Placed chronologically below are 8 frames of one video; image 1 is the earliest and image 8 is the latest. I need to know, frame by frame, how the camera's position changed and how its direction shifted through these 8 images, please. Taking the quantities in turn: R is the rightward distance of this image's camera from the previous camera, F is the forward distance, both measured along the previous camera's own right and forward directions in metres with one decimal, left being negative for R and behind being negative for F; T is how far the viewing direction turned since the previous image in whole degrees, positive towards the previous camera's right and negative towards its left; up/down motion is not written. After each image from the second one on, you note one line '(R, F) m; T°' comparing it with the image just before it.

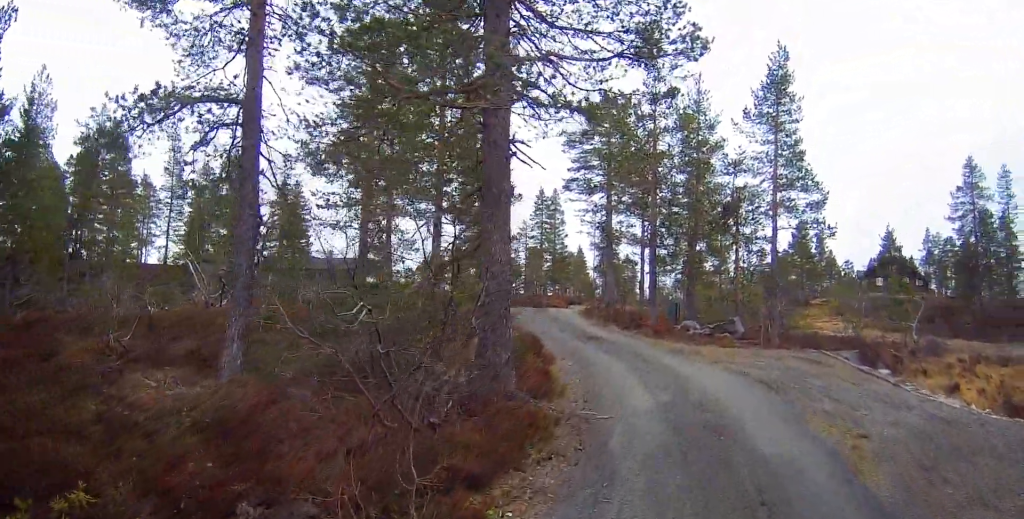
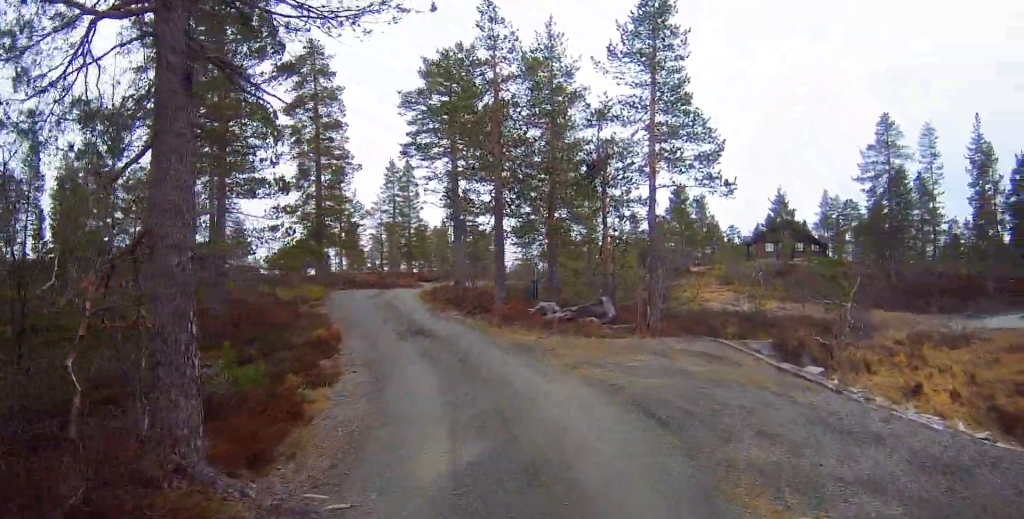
(+0.5, +4.0) m; +10°
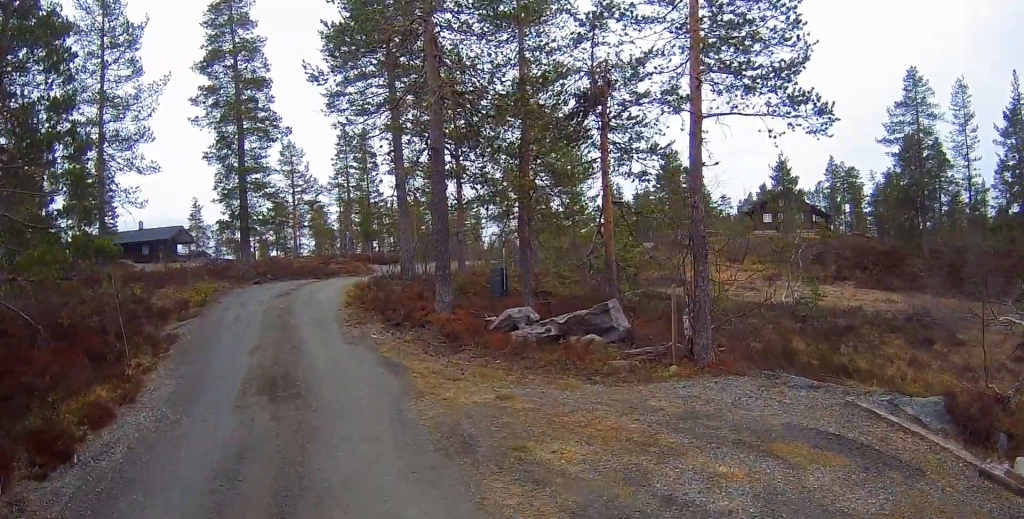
(+0.3, +7.4) m; -5°
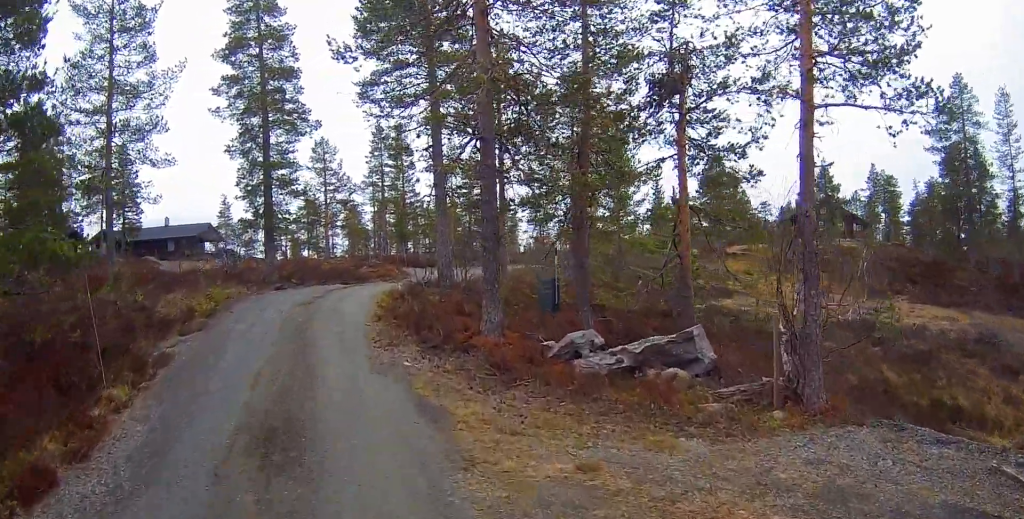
(-0.1, +2.1) m; -6°
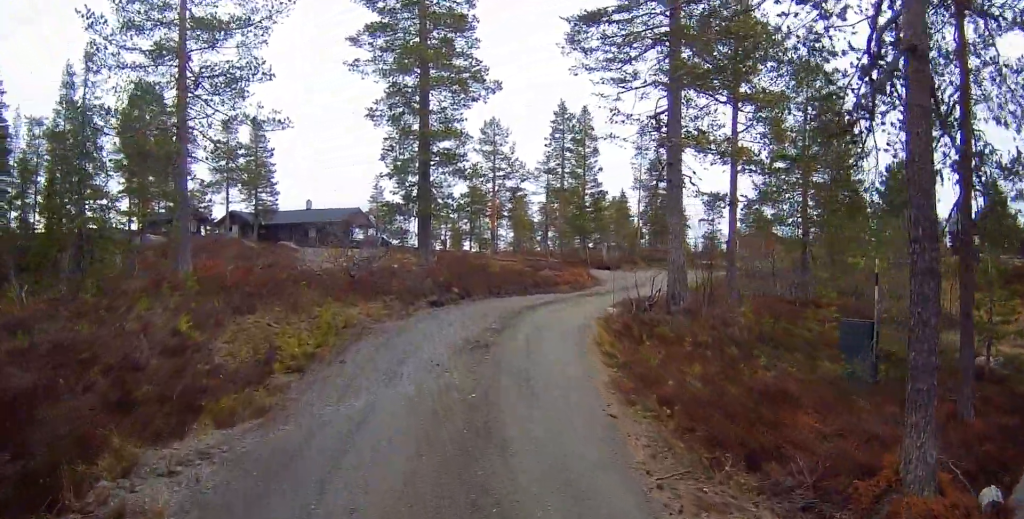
(-0.9, +6.3) m; -17°
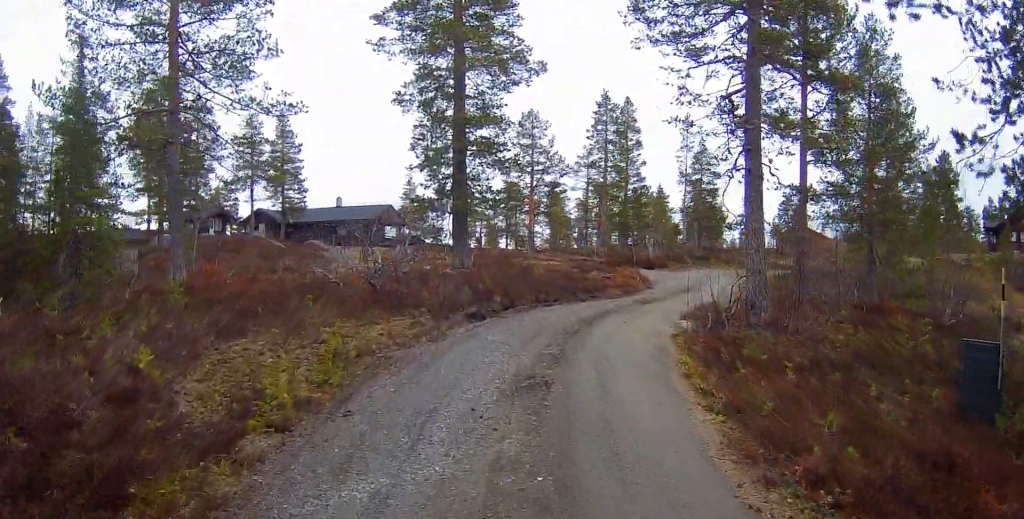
(-0.2, +2.4) m; +2°
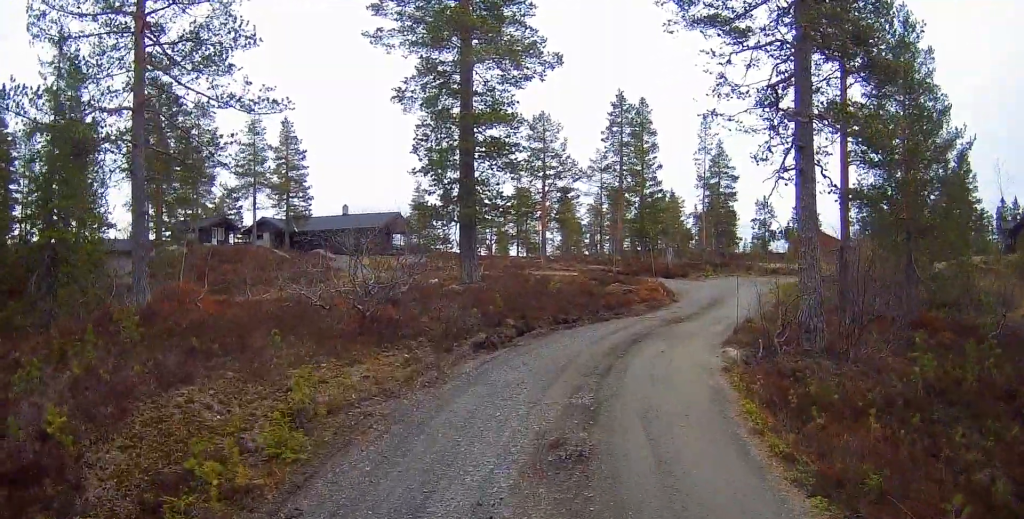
(-0.2, +2.0) m; +2°
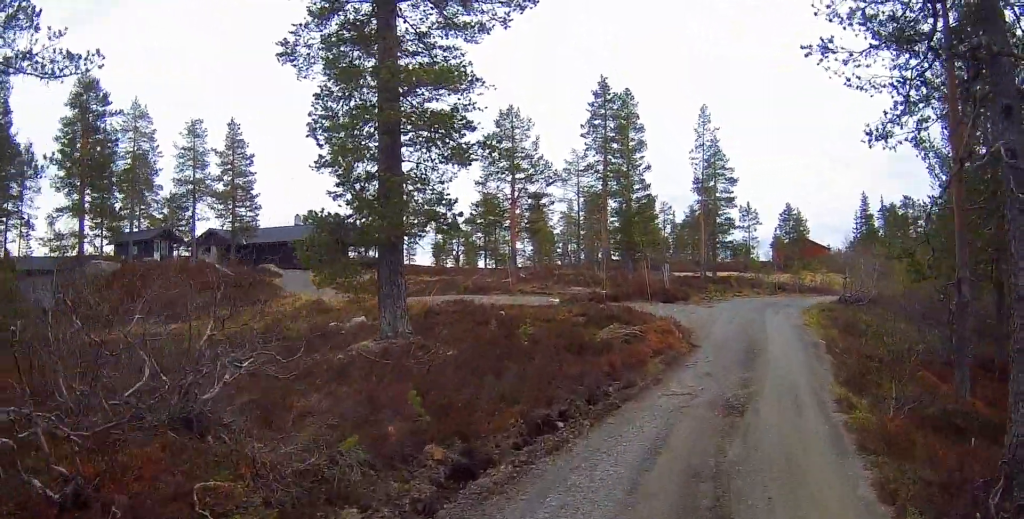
(+0.6, +6.5) m; +7°
